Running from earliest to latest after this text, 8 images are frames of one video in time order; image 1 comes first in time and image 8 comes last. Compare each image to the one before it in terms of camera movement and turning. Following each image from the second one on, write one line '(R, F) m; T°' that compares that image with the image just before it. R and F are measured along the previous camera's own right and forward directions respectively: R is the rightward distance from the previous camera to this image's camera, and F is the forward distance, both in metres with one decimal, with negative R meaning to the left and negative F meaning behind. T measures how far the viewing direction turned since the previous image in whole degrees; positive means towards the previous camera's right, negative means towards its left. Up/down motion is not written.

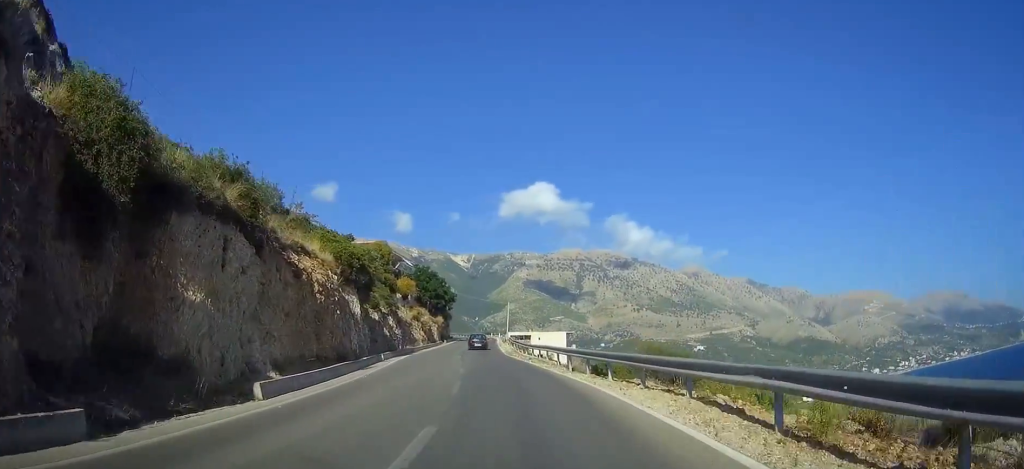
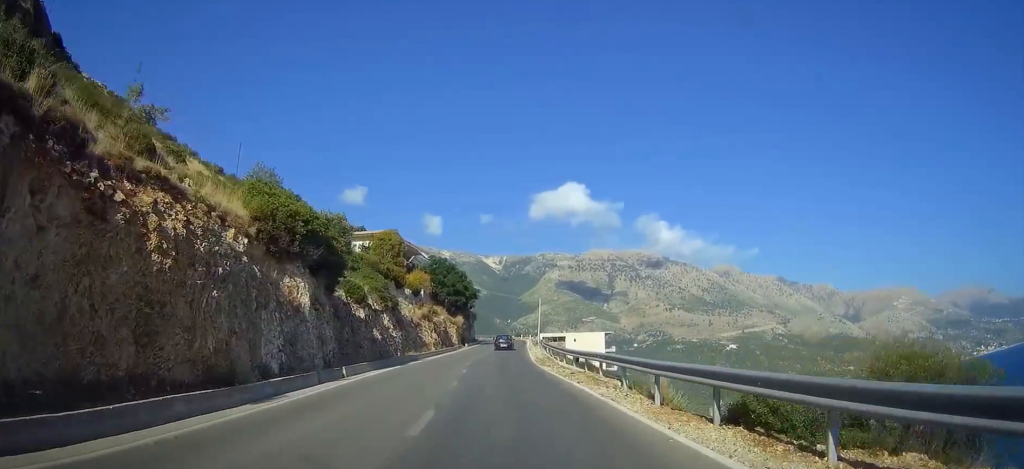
(-0.4, +13.1) m; -2°
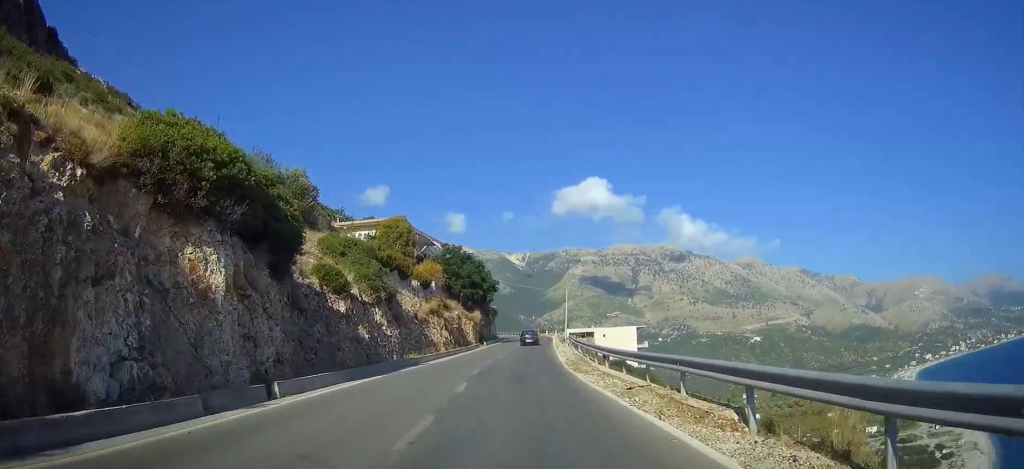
(-0.1, +8.6) m; 0°
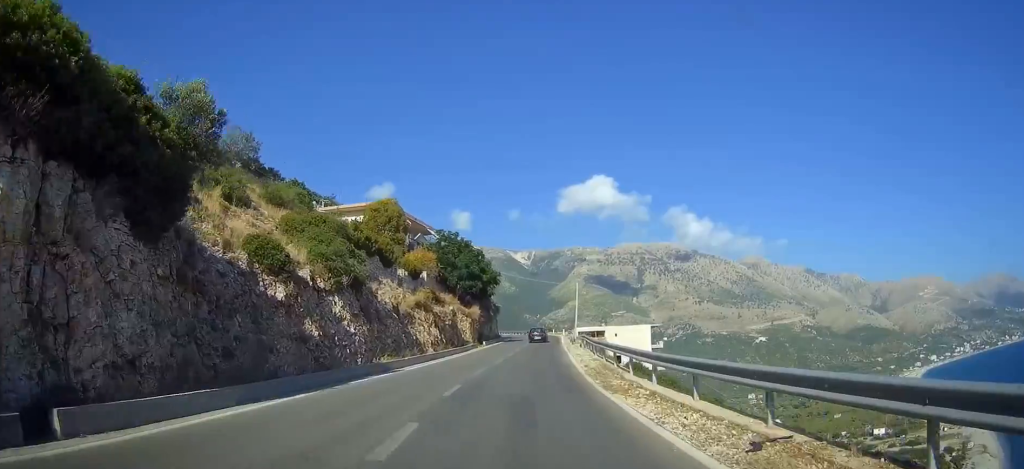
(0.0, +8.5) m; 0°
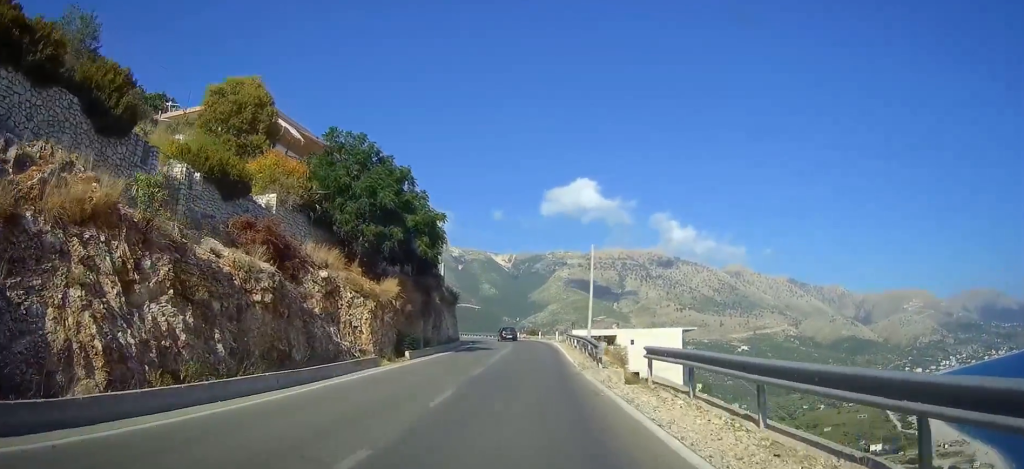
(0.0, +31.0) m; 0°
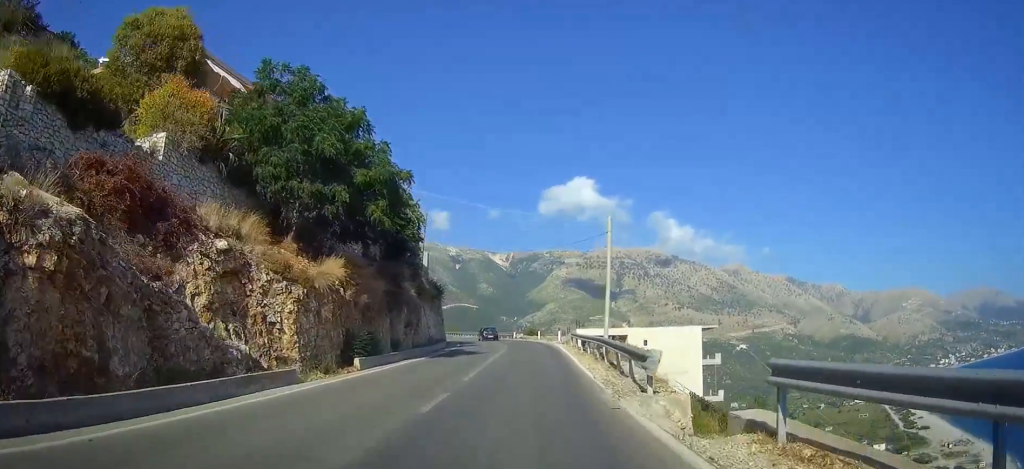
(0.0, +8.7) m; 0°
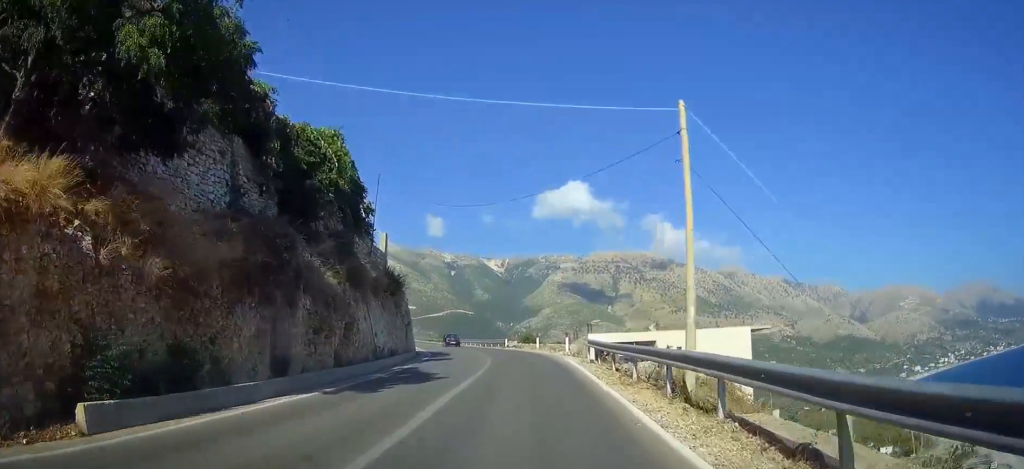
(0.0, +14.4) m; 0°
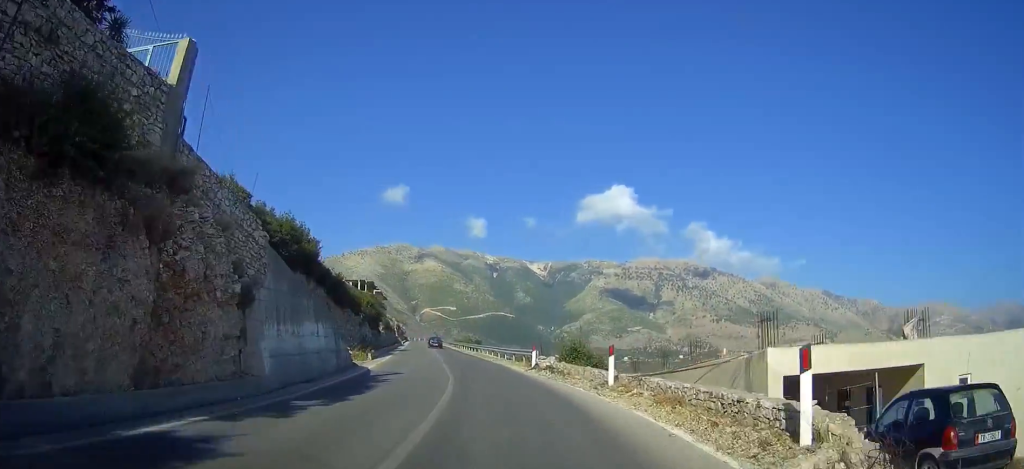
(0.0, +27.1) m; 0°
